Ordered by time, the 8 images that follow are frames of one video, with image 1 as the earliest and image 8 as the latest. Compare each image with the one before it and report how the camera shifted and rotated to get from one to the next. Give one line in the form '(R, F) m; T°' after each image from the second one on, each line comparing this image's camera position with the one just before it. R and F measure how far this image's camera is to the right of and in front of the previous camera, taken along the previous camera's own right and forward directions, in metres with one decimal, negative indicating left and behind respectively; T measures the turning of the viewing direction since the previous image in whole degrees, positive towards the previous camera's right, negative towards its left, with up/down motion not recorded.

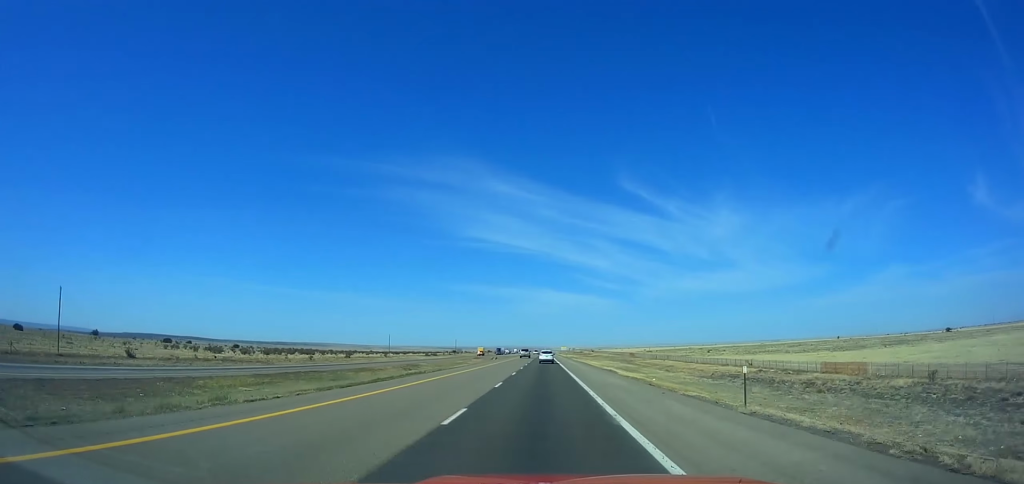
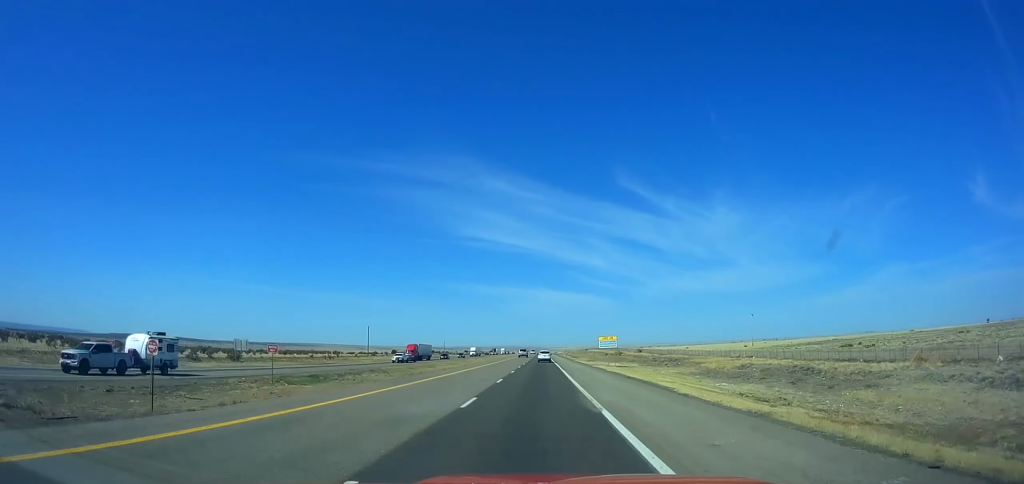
(+1.5, +189.9) m; 0°
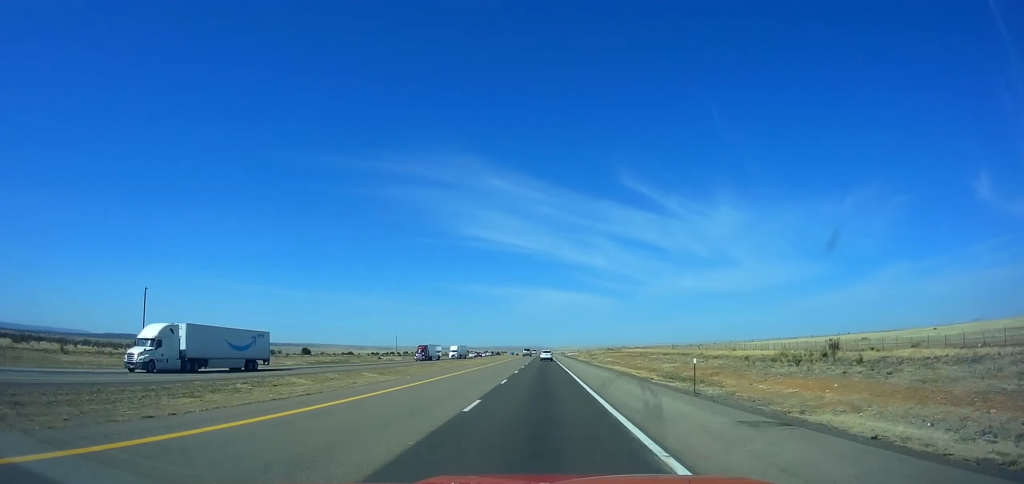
(-1.0, +121.9) m; 0°
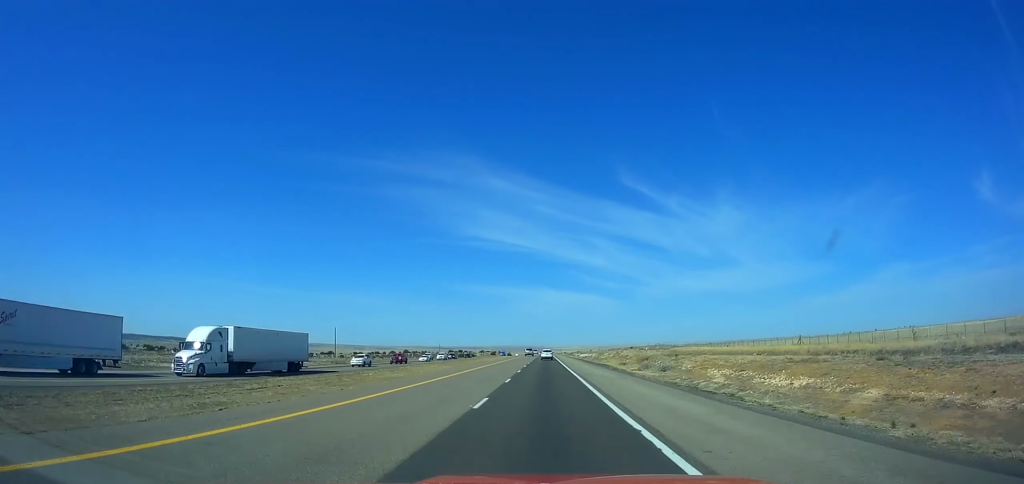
(+0.7, +71.9) m; 0°
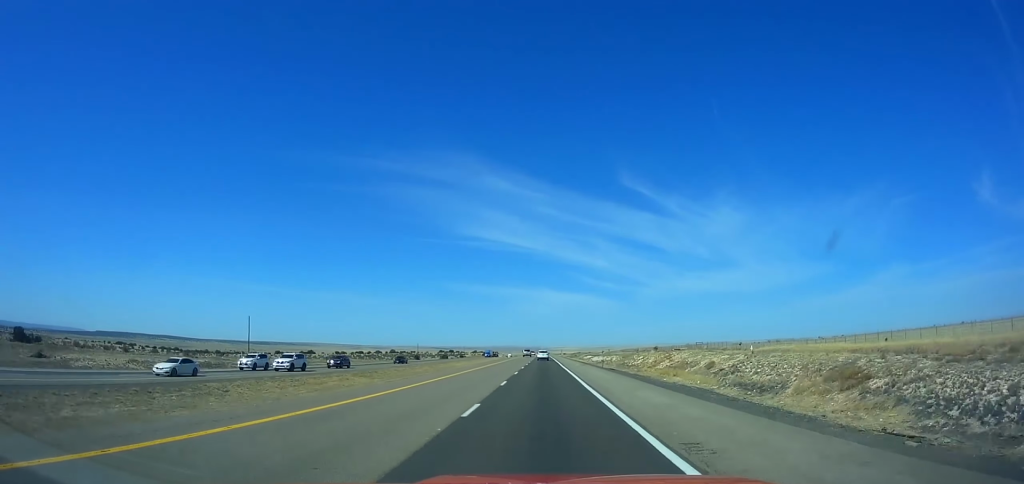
(+0.1, +50.3) m; 0°
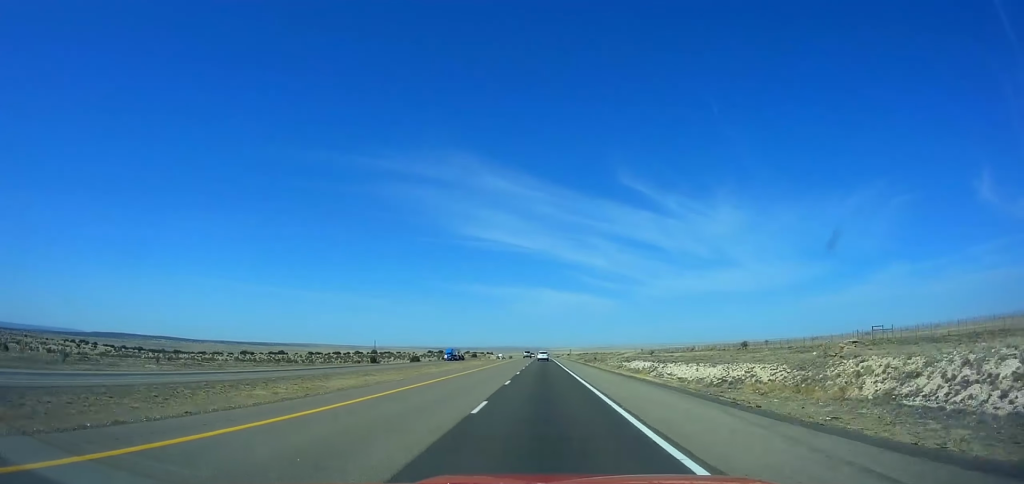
(-0.6, +71.8) m; 0°
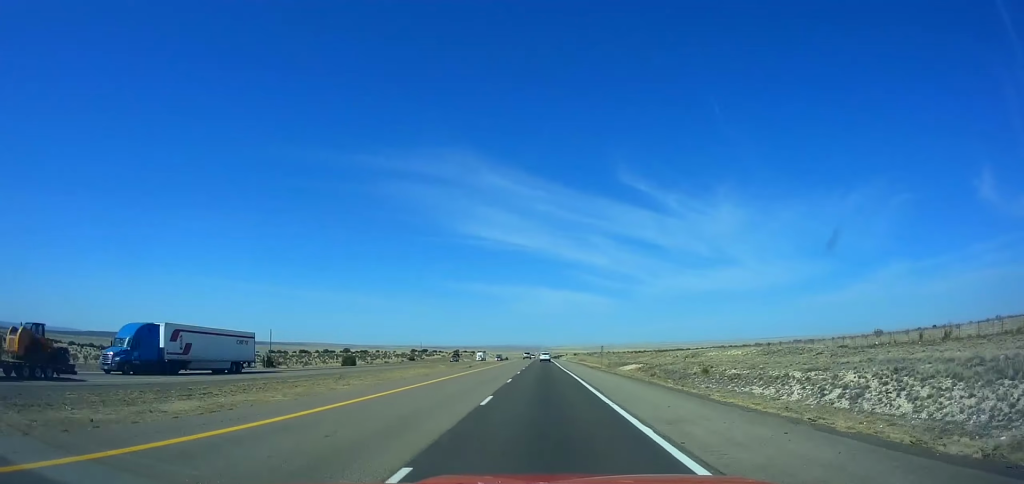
(+0.5, +82.8) m; 0°
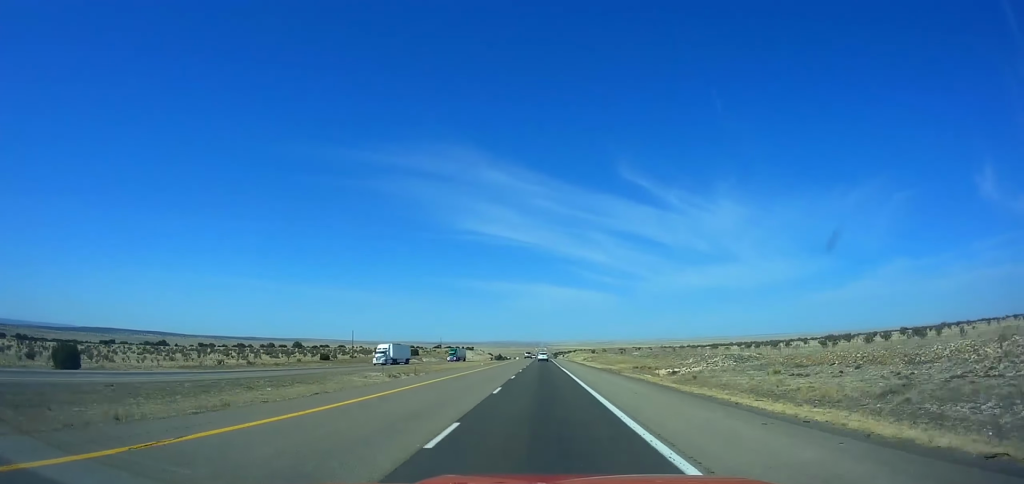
(+0.4, +104.3) m; 0°
